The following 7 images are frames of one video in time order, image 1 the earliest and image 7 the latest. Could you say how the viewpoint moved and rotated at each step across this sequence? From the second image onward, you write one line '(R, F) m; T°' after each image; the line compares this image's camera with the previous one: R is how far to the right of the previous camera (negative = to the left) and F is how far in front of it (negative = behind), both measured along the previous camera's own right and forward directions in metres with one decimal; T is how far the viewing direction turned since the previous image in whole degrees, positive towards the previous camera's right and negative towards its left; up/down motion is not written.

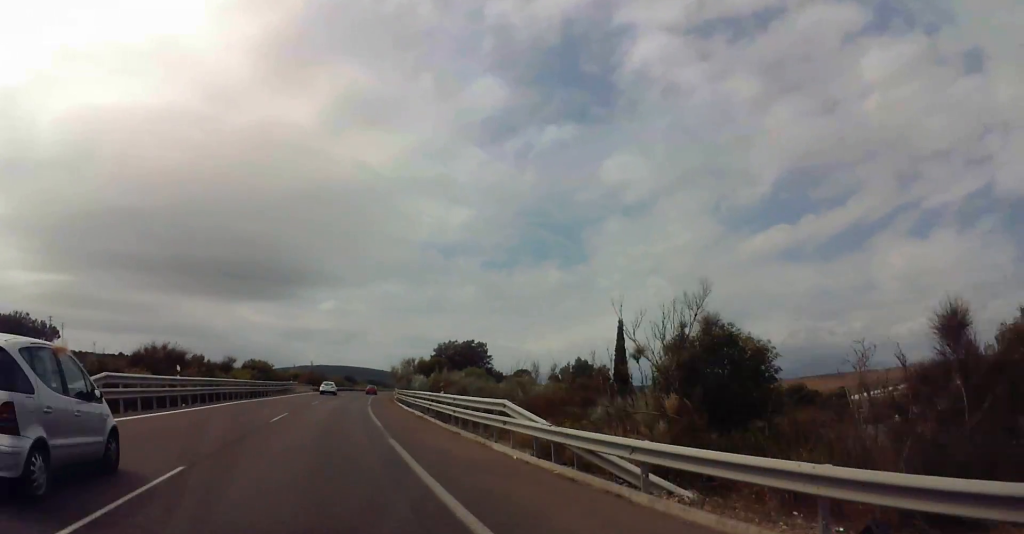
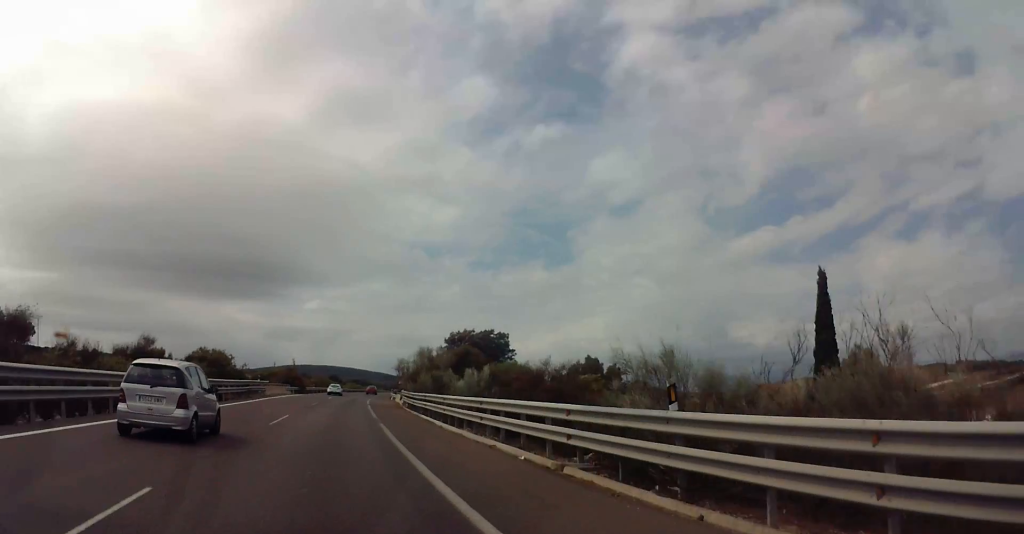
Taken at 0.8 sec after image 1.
(0.0, +20.2) m; +2°
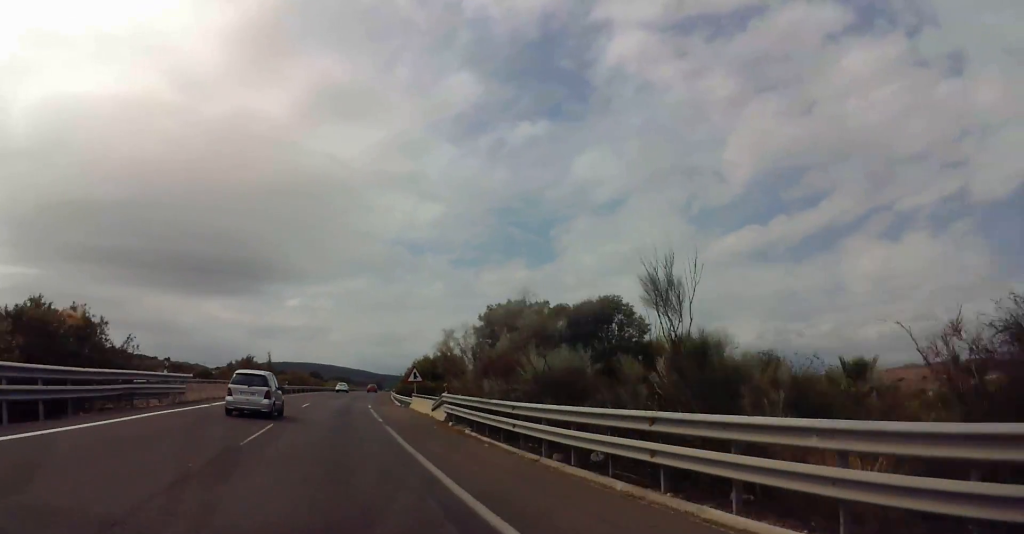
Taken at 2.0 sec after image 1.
(+1.0, +27.7) m; +4°
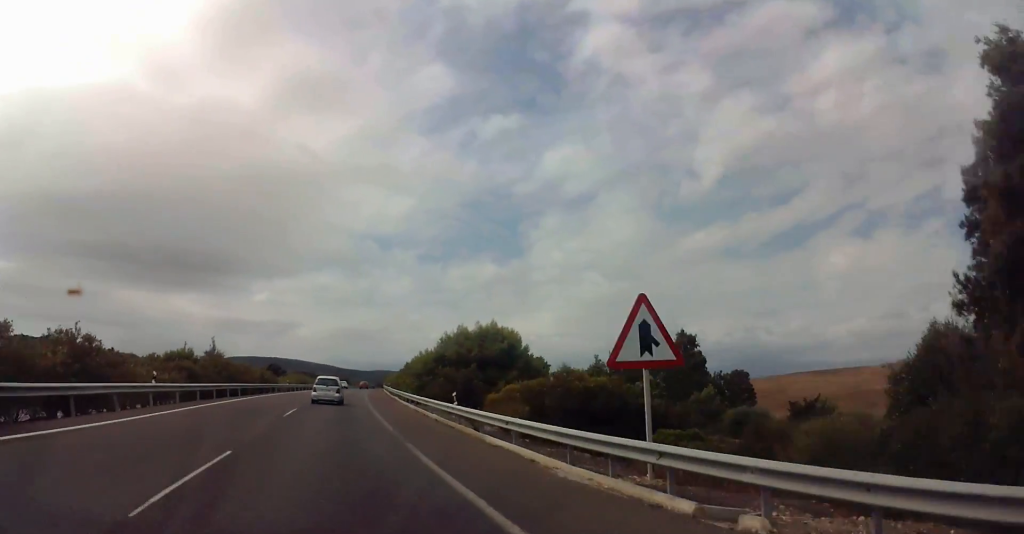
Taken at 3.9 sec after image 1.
(+0.8, +46.3) m; +3°
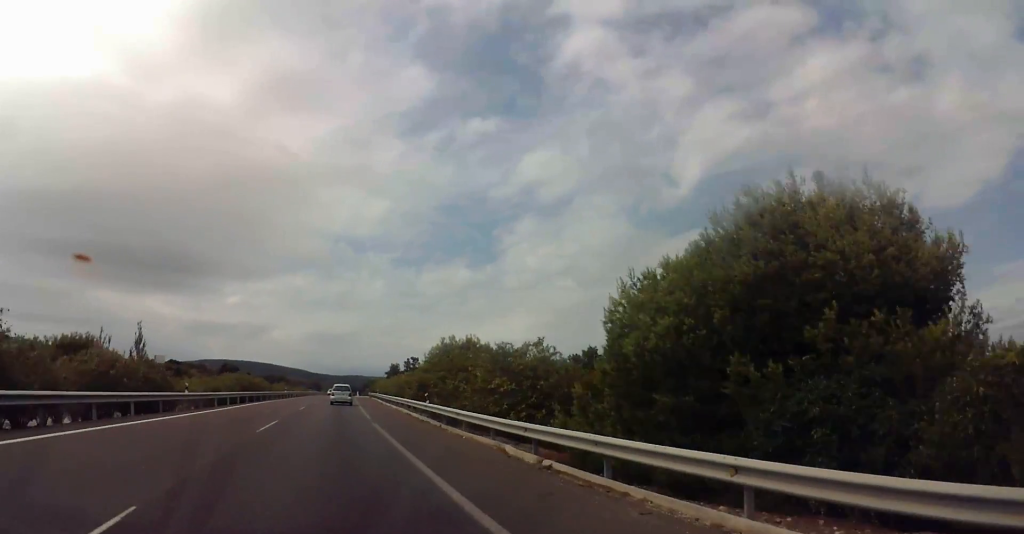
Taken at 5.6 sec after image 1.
(+1.7, +42.0) m; +3°
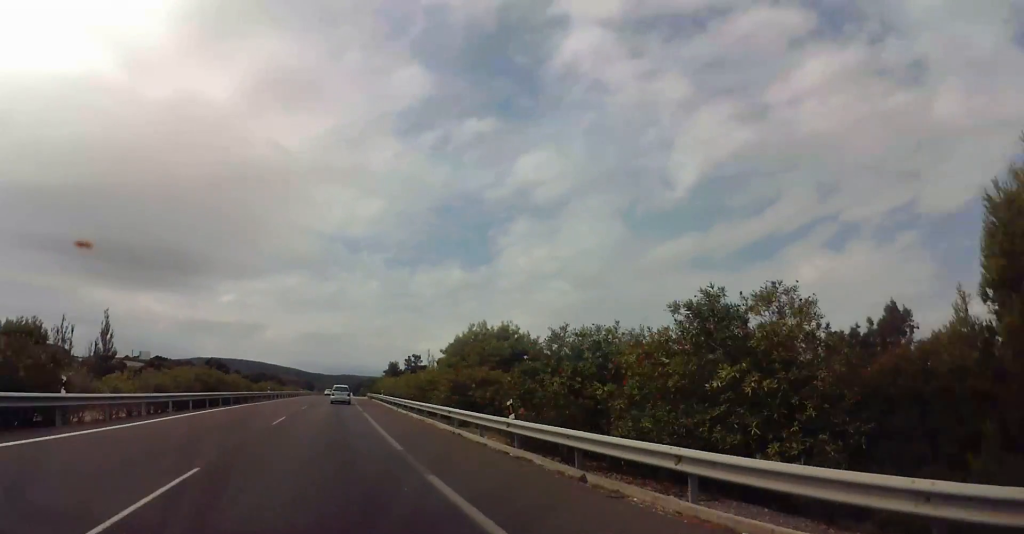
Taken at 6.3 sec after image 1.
(0.0, +15.8) m; 0°
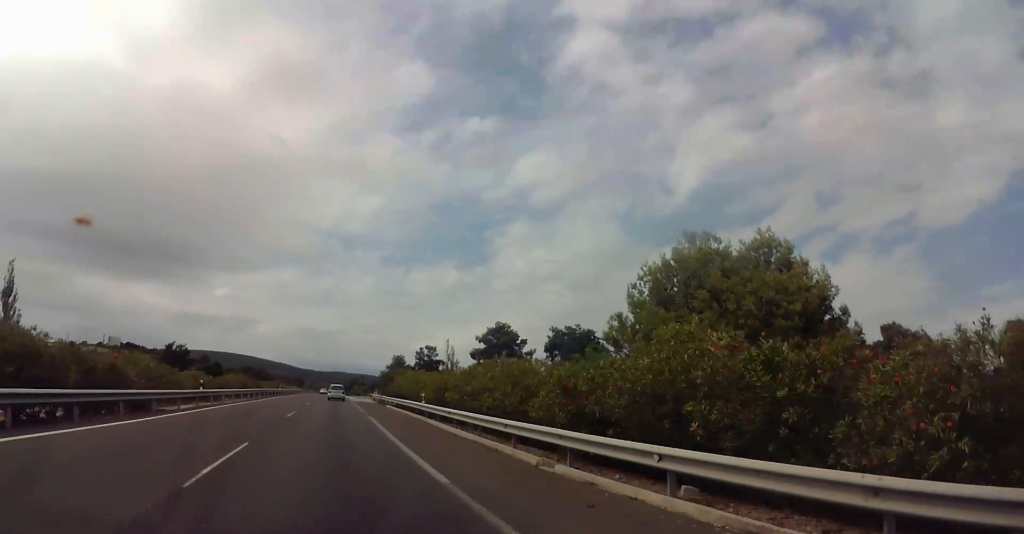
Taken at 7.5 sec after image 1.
(-0.2, +30.8) m; -1°
